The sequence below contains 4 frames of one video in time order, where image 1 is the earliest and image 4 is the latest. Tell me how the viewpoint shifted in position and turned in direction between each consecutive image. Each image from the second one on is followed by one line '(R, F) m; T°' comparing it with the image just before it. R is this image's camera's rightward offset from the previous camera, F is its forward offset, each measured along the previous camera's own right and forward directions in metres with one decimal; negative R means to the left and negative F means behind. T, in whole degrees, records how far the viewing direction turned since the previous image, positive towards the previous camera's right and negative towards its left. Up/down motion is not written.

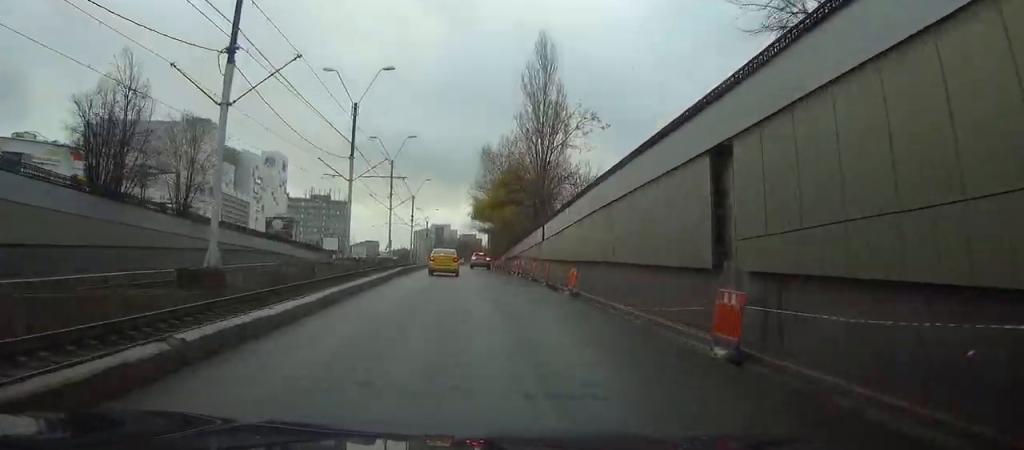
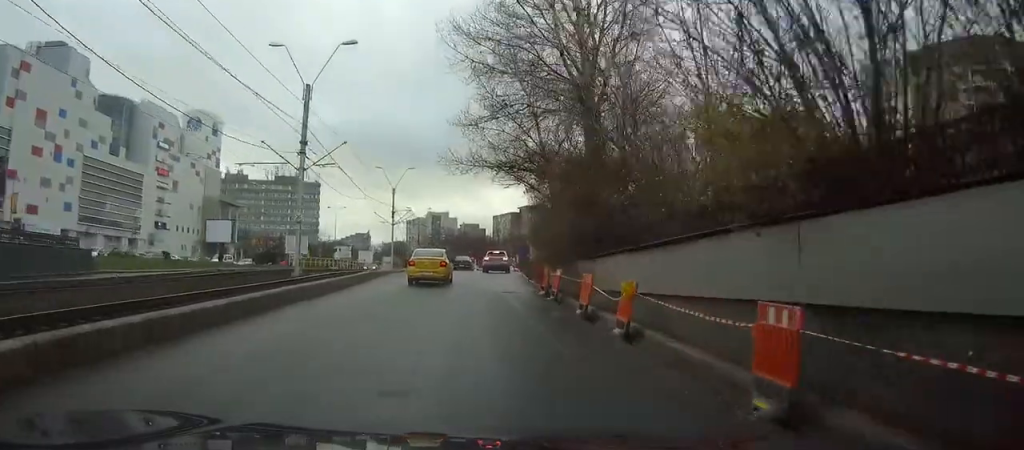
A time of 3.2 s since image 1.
(+3.0, +63.5) m; +5°
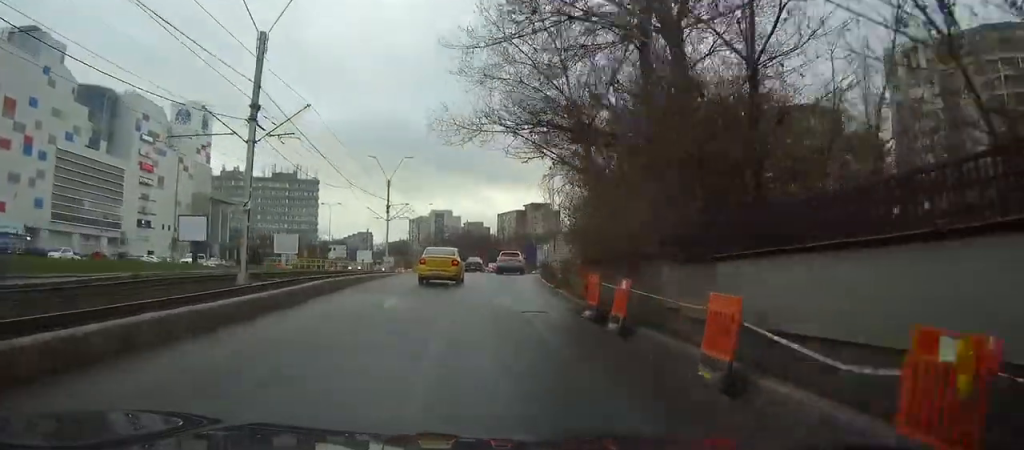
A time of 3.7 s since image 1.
(0.0, +9.5) m; 0°
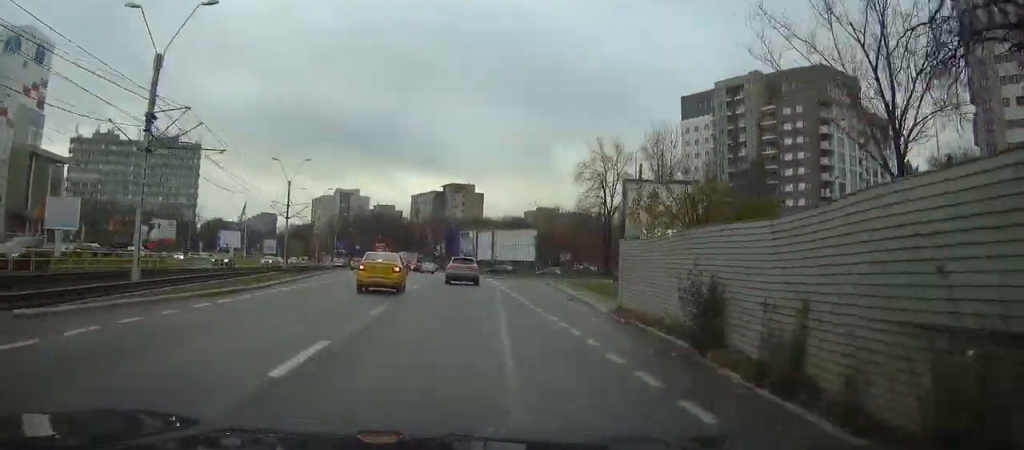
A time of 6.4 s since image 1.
(+1.3, +46.8) m; +5°
